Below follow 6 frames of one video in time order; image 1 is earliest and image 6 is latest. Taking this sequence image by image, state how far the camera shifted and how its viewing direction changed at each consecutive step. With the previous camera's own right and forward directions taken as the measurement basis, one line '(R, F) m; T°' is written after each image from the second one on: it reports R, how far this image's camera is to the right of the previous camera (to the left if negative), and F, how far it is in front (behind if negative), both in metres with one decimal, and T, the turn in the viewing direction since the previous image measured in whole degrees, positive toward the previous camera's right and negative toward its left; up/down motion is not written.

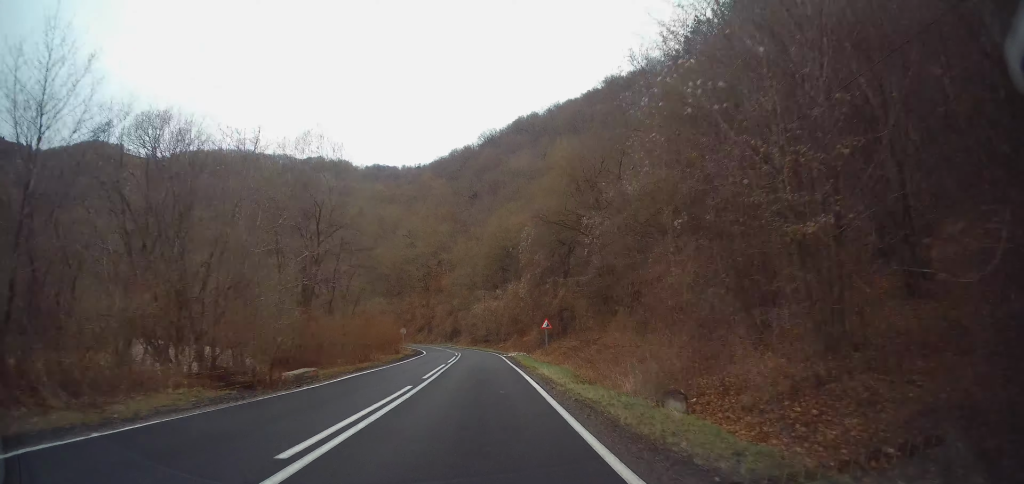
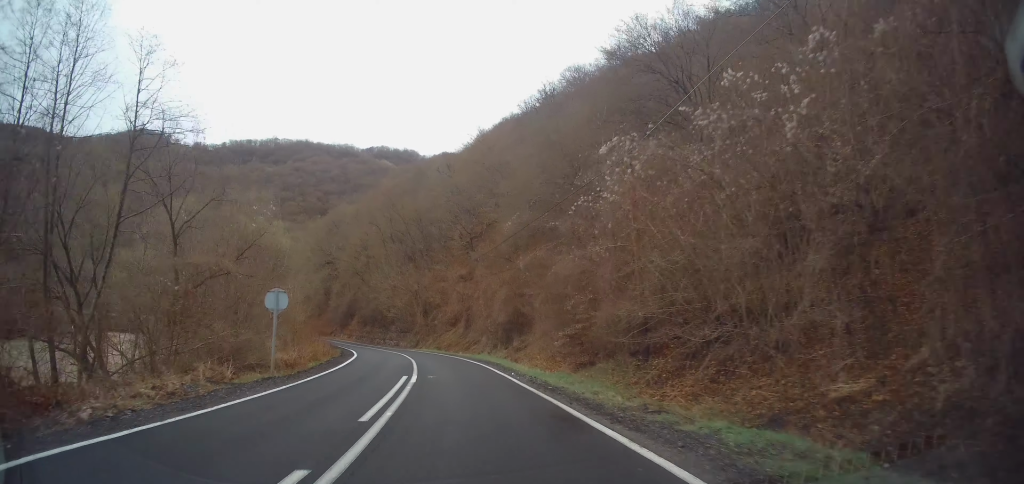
(-1.1, +58.3) m; -6°
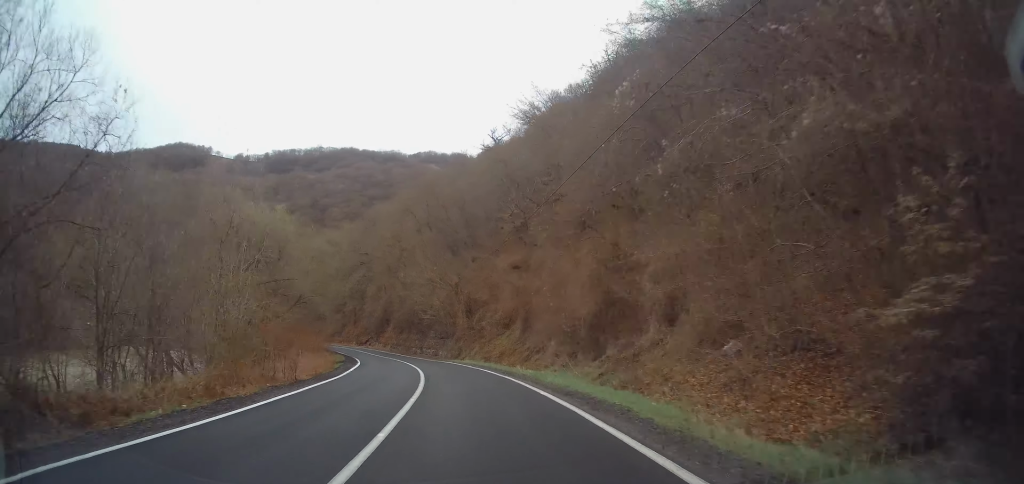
(-0.4, +14.9) m; -5°
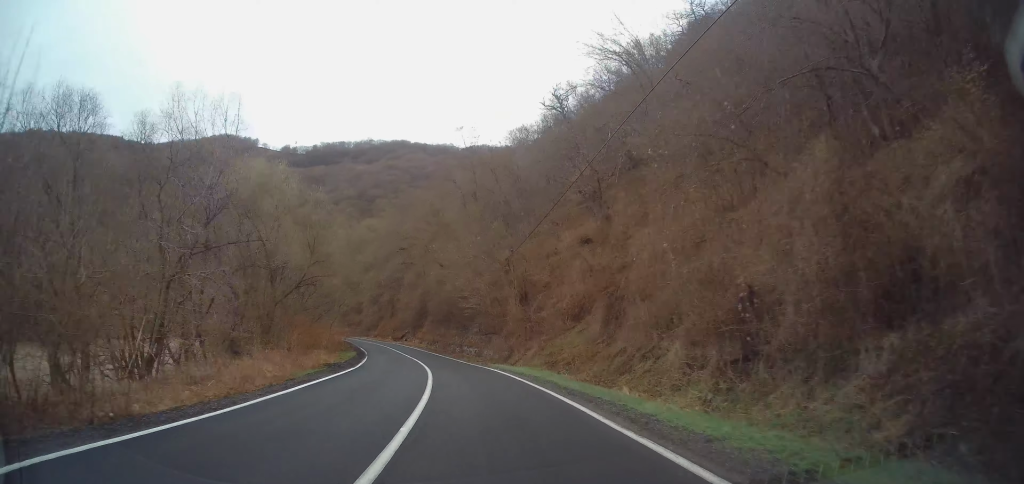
(0.0, +13.1) m; -5°
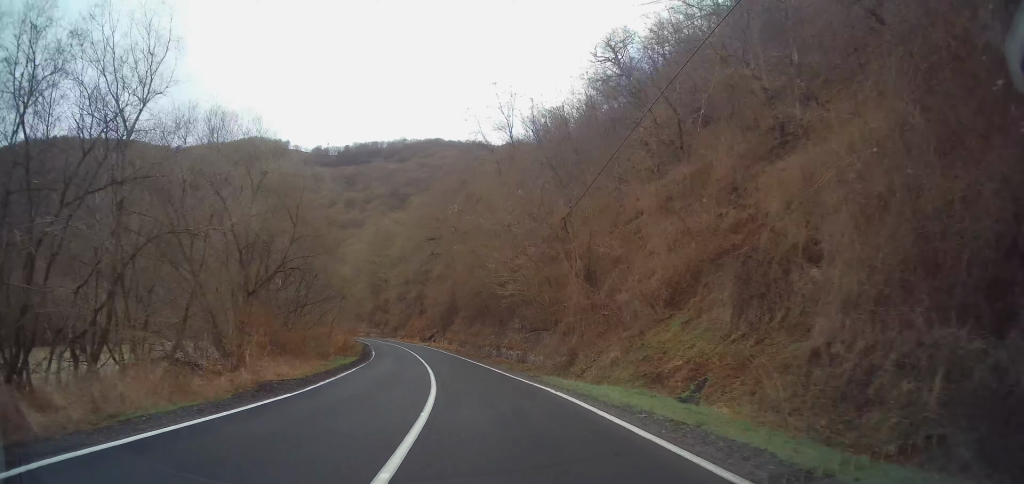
(-1.0, +11.4) m; -5°
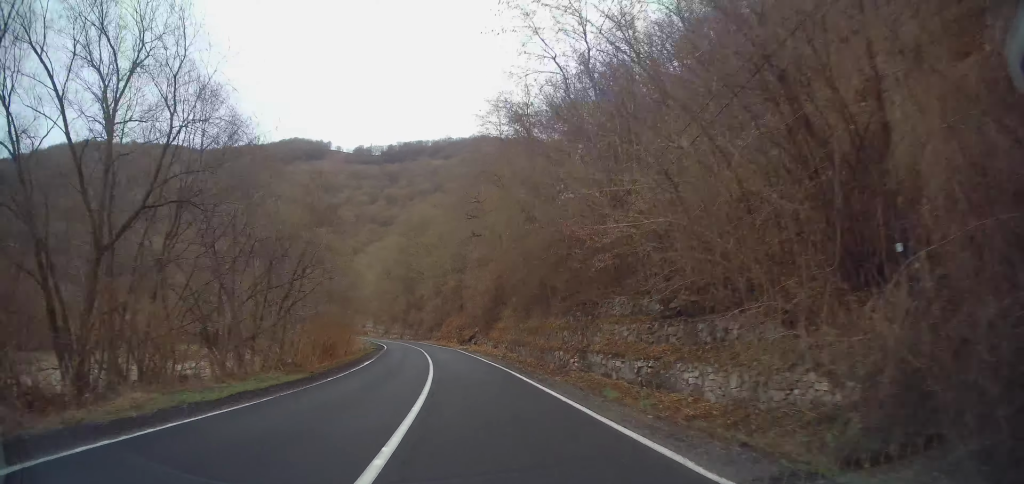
(-1.1, +17.4) m; -6°
